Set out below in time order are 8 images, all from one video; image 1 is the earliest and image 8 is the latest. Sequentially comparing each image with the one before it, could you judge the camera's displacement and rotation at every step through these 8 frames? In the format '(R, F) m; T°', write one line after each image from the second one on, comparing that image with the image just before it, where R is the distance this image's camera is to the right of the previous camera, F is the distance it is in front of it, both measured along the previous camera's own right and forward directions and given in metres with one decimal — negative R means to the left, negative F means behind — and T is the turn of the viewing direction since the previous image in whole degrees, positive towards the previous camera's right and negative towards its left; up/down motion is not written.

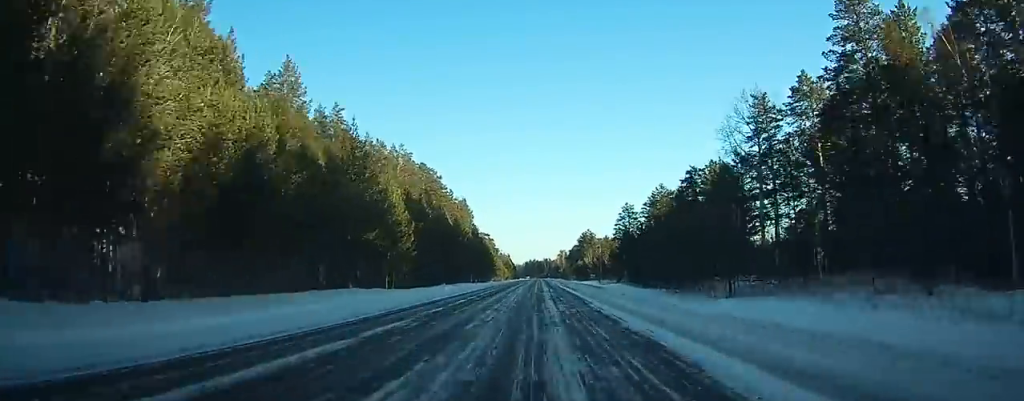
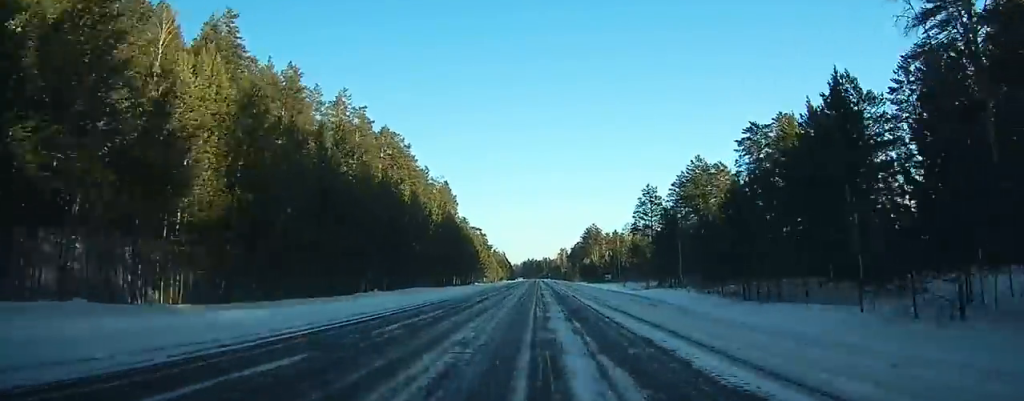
(+0.1, +36.6) m; 0°
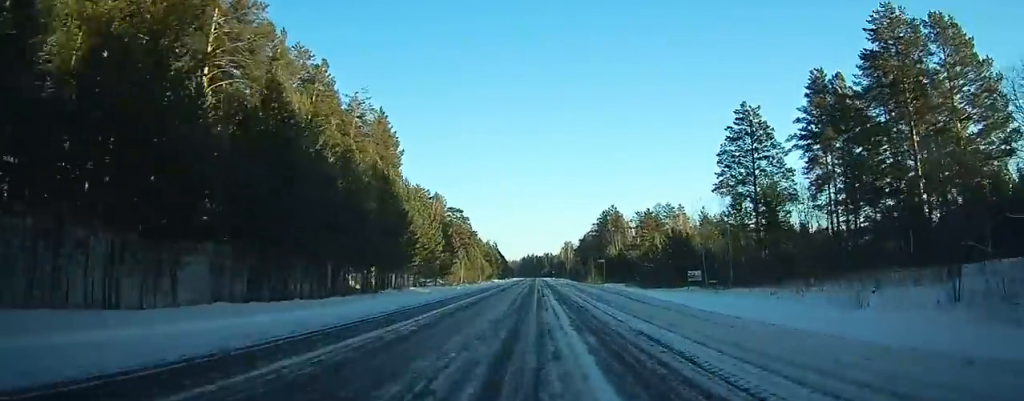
(+0.1, +67.9) m; 0°
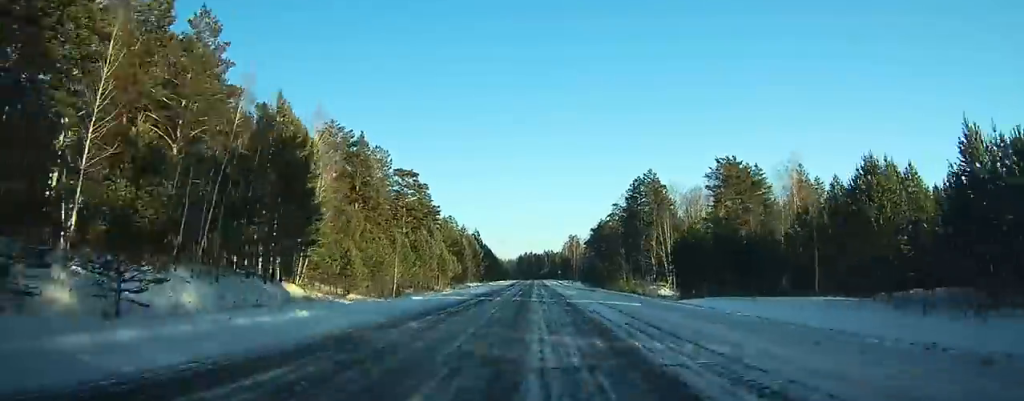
(-0.5, +72.5) m; -1°
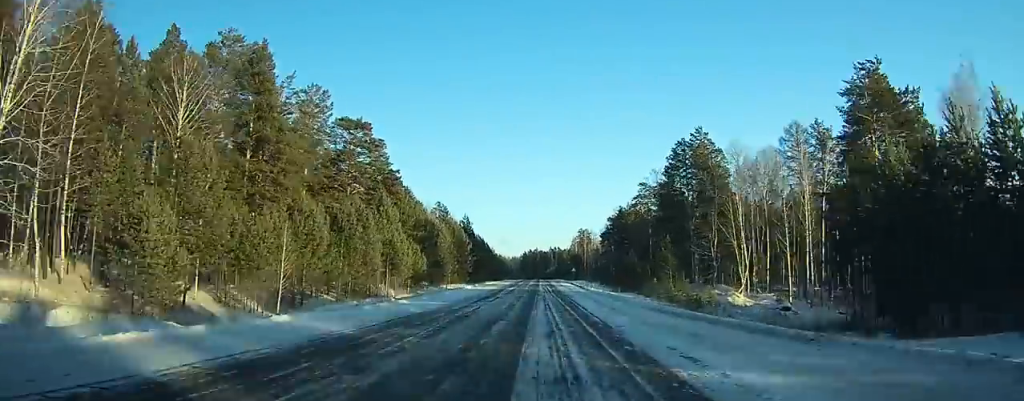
(-0.1, +39.5) m; 0°
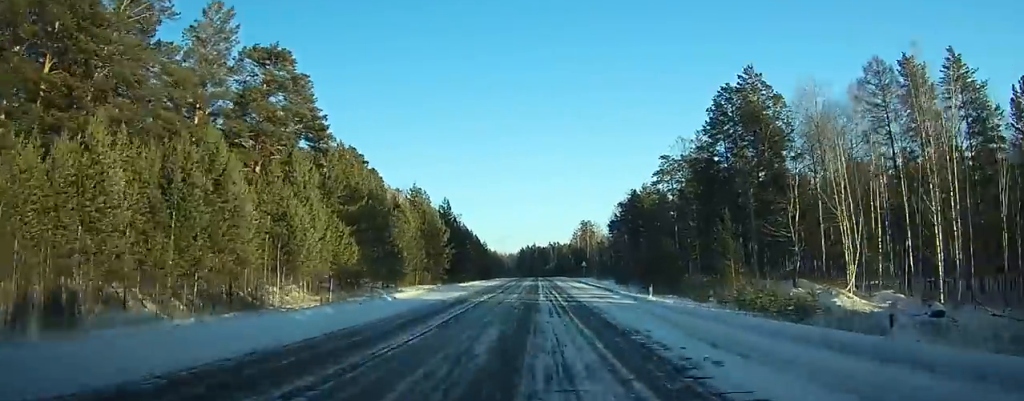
(0.0, +27.9) m; 0°
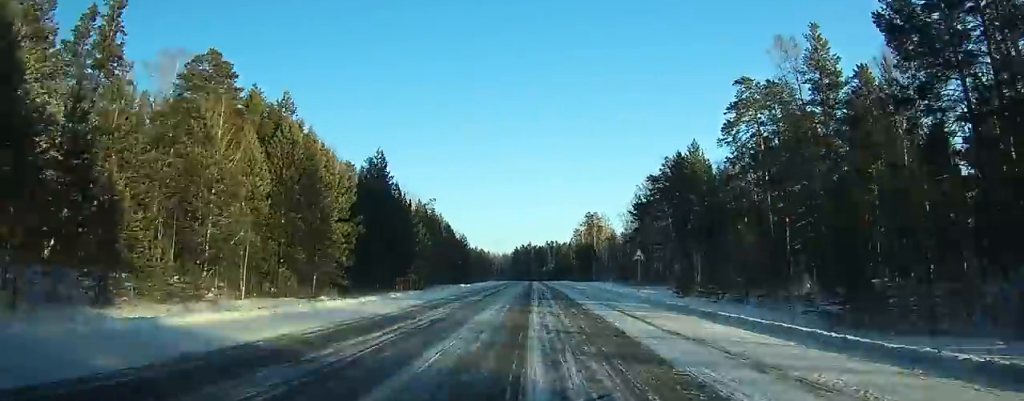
(+0.1, +47.4) m; 0°
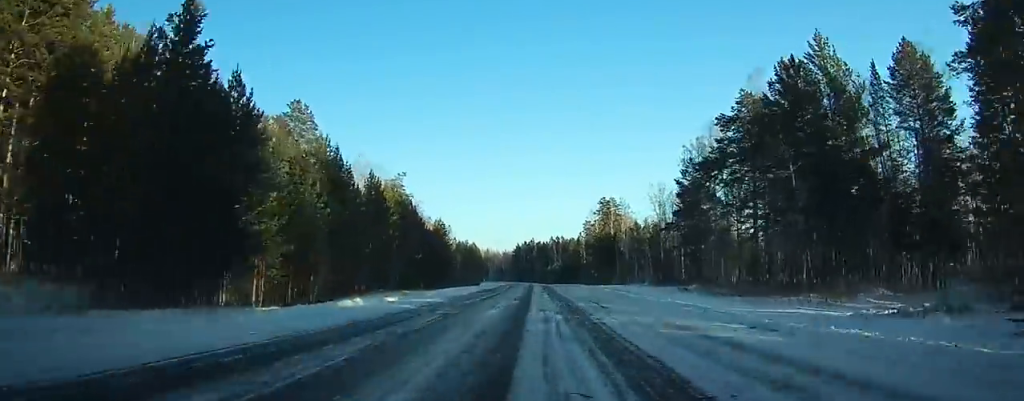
(0.0, +42.0) m; 0°
